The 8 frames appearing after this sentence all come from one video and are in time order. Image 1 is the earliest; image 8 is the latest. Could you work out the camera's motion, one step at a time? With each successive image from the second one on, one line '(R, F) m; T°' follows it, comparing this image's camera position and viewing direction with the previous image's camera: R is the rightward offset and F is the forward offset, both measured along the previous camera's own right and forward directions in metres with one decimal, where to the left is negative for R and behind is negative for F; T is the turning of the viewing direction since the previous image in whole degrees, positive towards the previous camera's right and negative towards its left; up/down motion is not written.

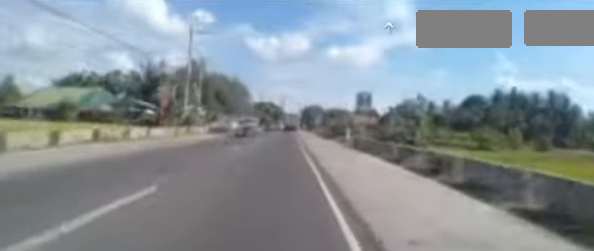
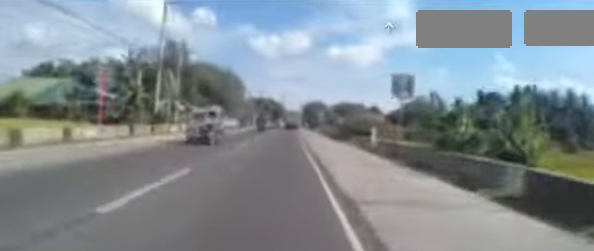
(-0.3, +7.1) m; 0°
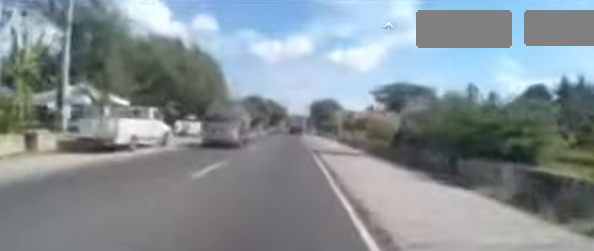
(+0.3, +15.7) m; +2°
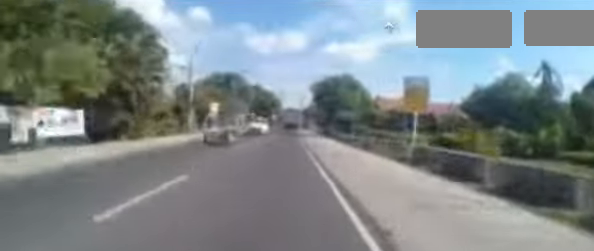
(+0.6, +20.6) m; +2°
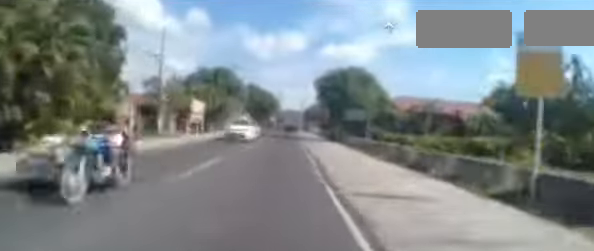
(+0.2, +5.9) m; 0°
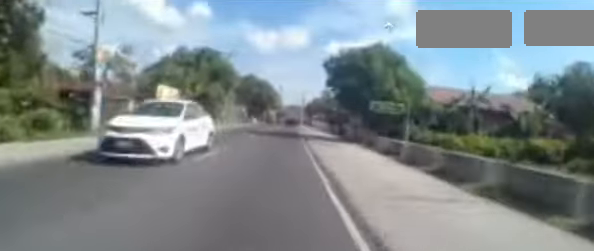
(-0.3, +7.3) m; -1°
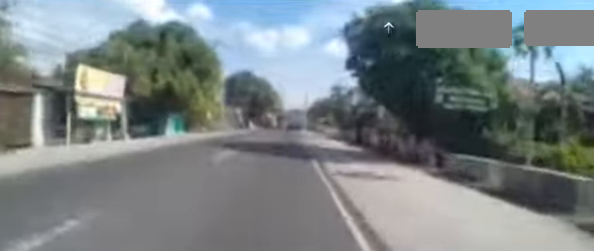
(-0.1, +7.7) m; -1°
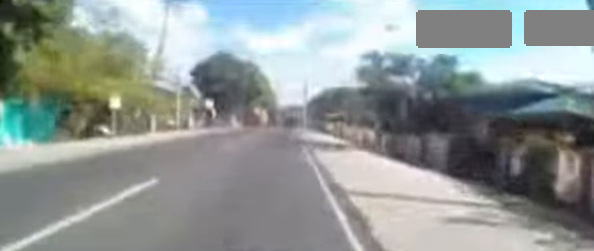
(0.0, +15.4) m; 0°
